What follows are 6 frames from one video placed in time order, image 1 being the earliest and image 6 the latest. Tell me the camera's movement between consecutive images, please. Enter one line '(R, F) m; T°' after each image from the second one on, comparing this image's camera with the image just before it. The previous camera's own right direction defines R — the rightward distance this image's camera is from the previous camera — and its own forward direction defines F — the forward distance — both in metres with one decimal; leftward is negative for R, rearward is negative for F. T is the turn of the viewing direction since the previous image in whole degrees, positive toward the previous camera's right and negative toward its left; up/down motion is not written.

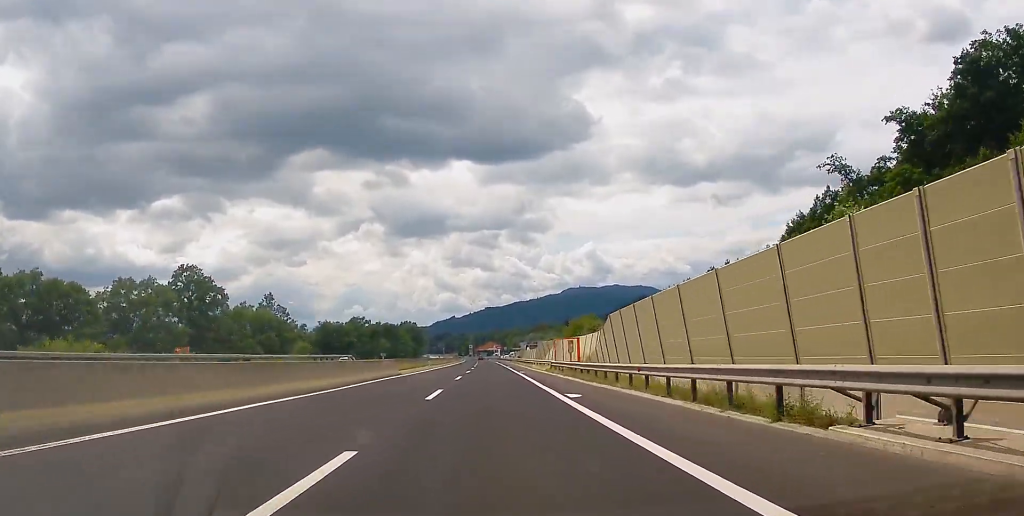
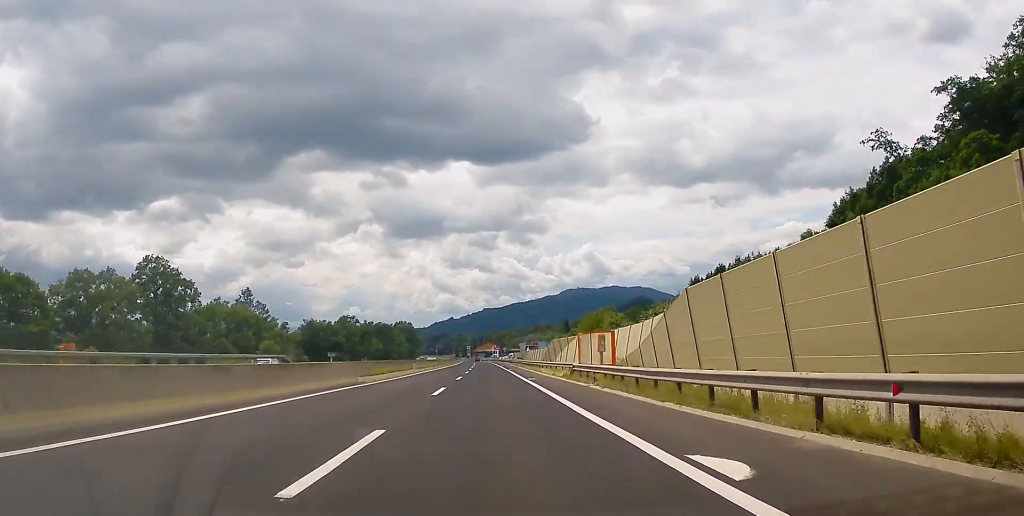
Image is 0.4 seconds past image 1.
(-0.1, +15.0) m; 0°
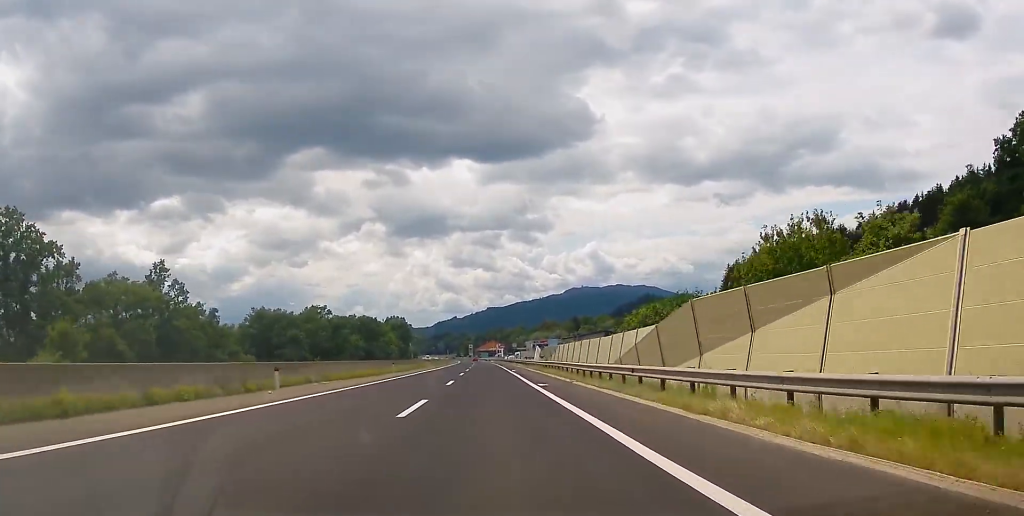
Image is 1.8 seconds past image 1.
(+0.3, +45.4) m; 0°
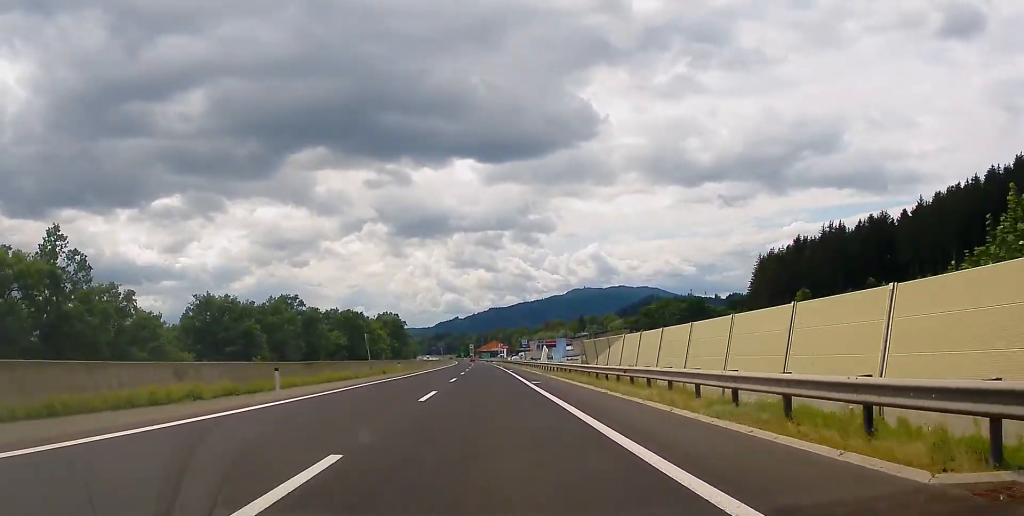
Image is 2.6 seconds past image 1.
(-0.3, +30.4) m; -1°
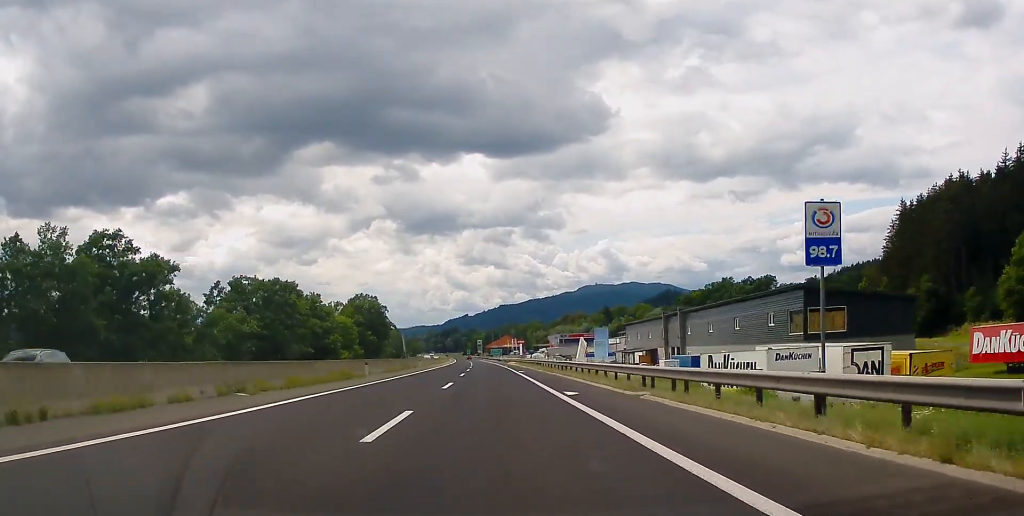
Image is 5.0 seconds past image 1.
(0.0, +82.9) m; 0°
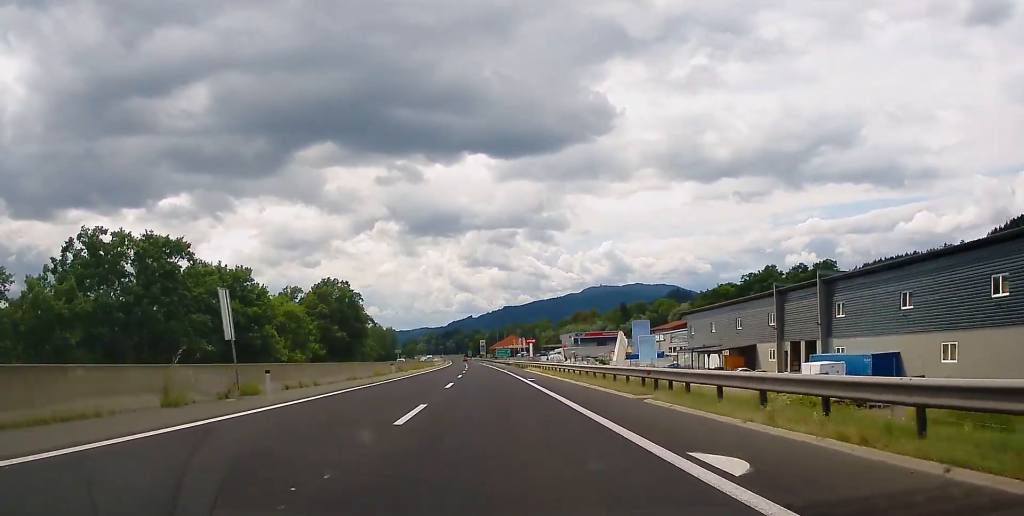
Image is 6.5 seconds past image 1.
(-0.1, +50.9) m; -1°
